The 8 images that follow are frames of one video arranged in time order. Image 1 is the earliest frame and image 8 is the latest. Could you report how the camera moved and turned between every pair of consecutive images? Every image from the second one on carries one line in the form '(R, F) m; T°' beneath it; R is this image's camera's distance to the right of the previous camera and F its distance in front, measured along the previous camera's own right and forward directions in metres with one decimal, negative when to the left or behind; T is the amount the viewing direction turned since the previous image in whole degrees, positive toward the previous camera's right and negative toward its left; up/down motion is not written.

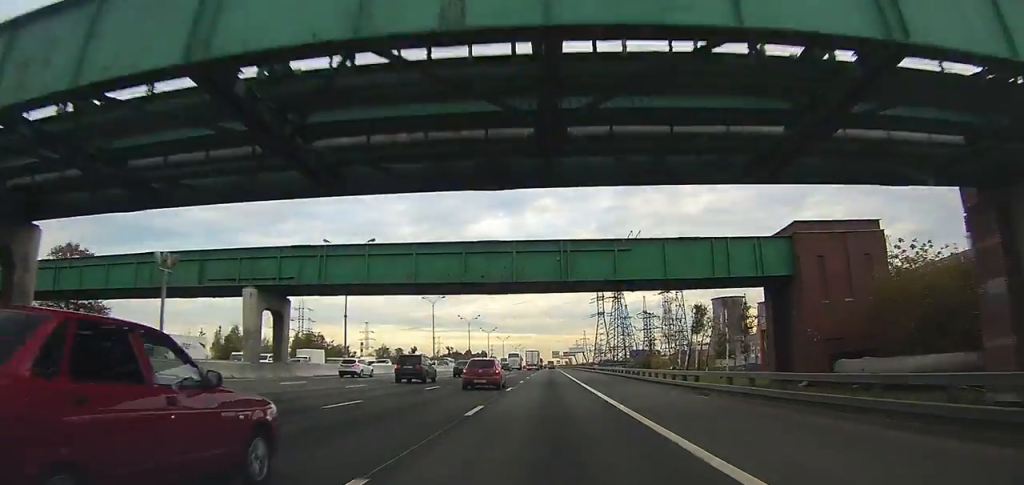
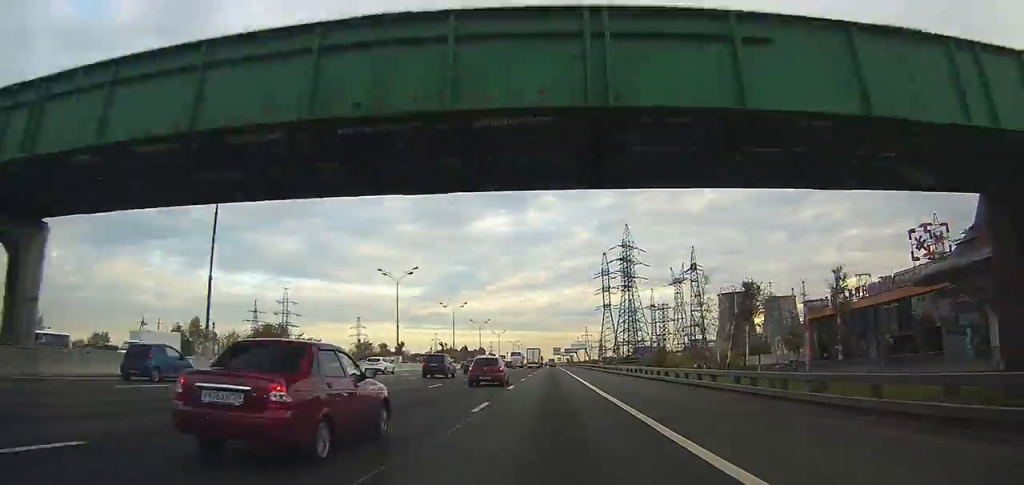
(0.0, +22.7) m; 0°
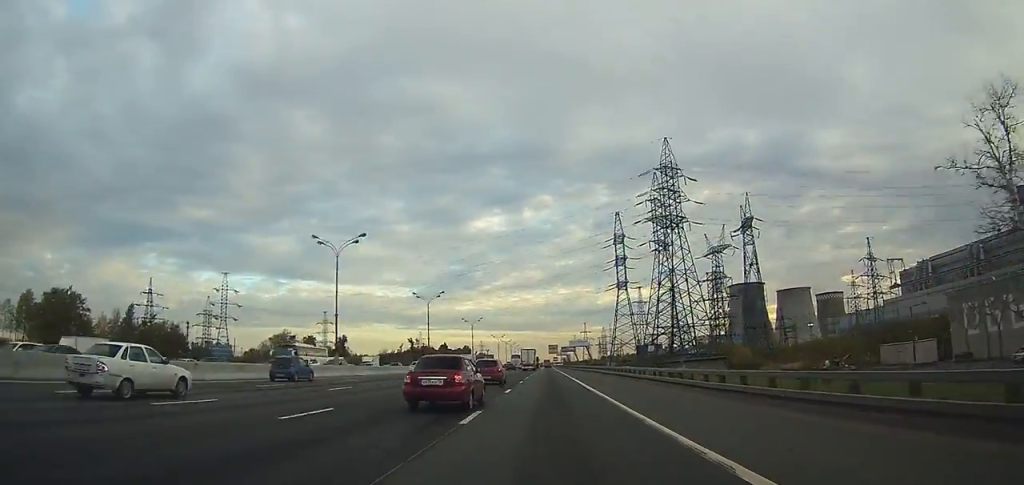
(+0.1, +61.0) m; 0°
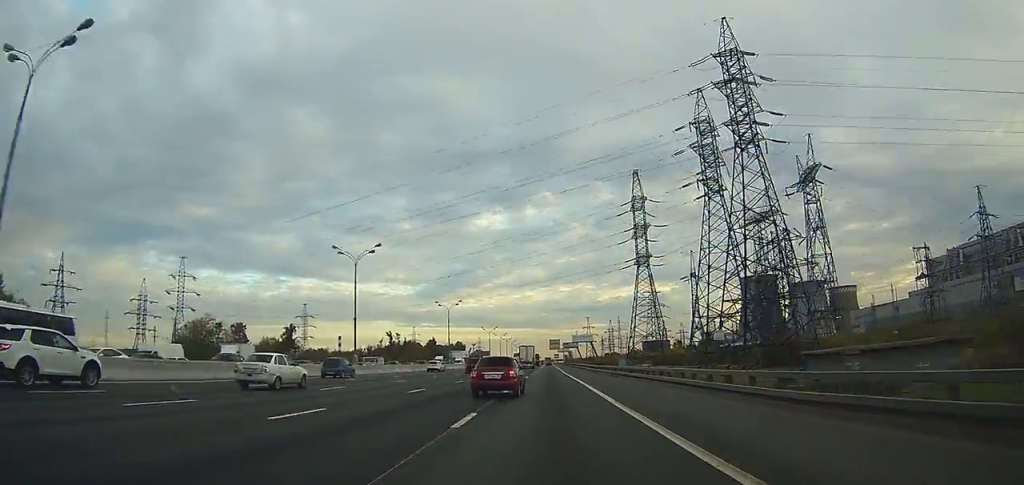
(0.0, +36.2) m; 0°
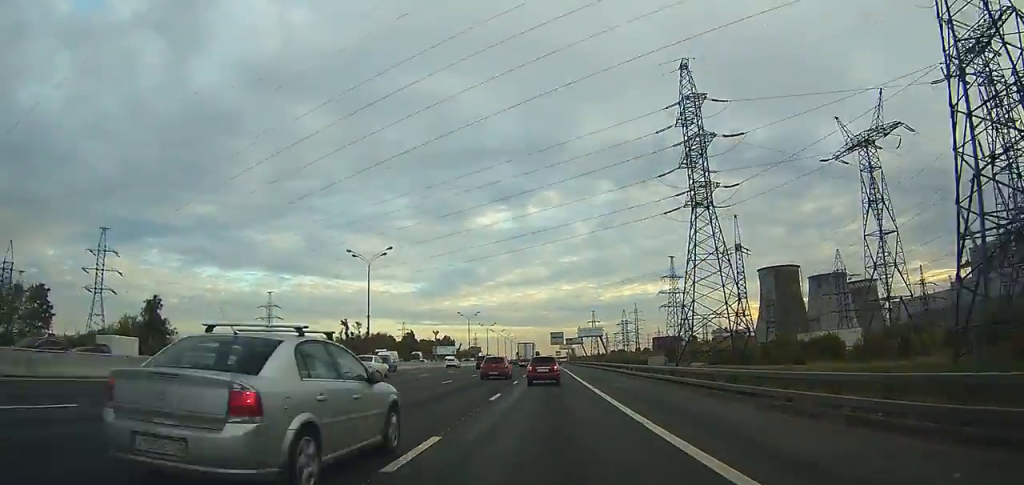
(+0.1, +51.9) m; 0°
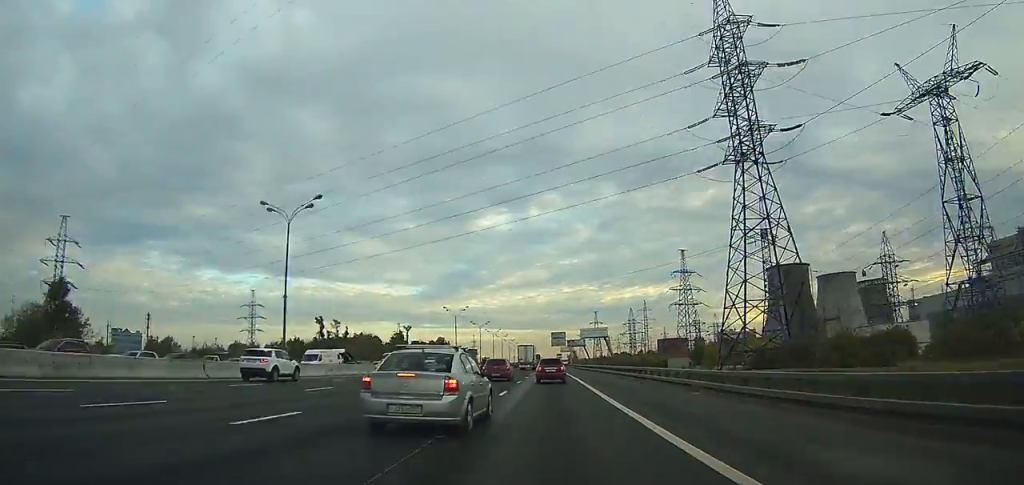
(0.0, +20.8) m; 0°
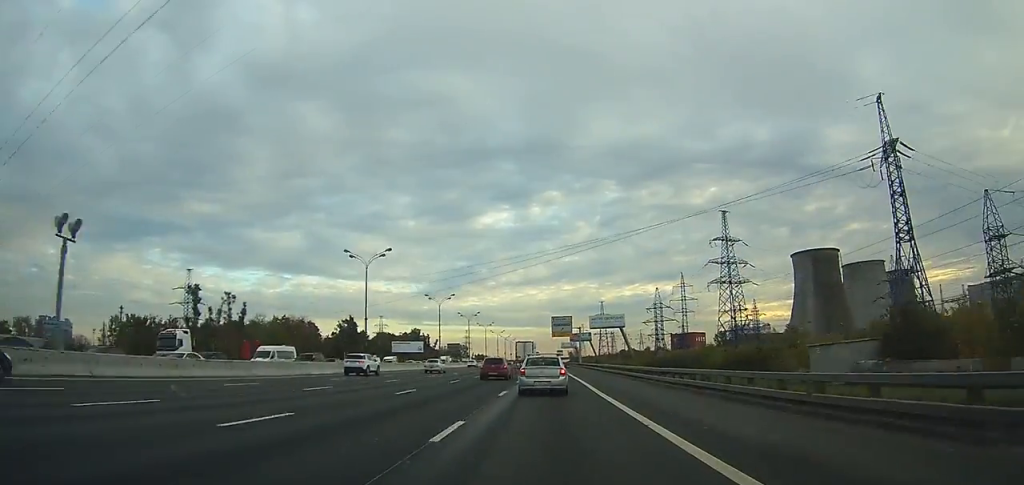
(0.0, +60.0) m; 0°
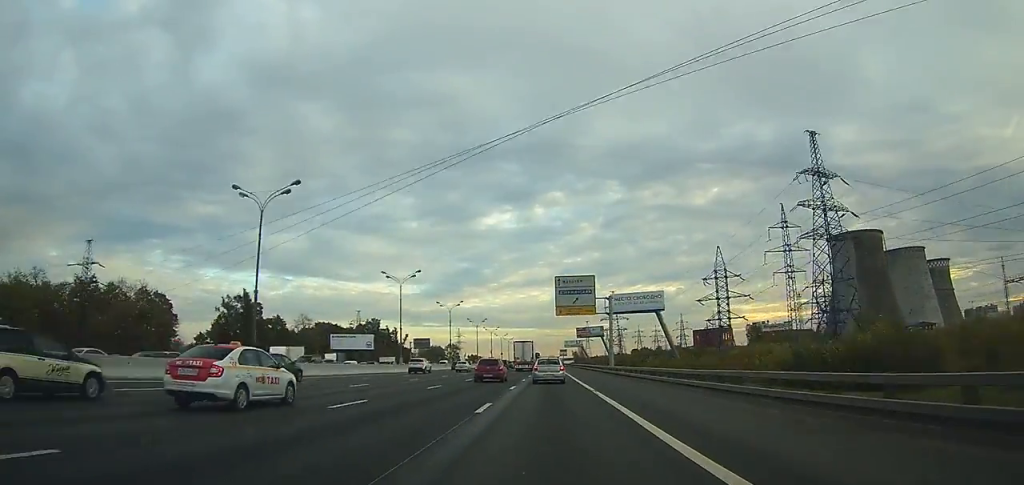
(-0.3, +66.5) m; -1°
